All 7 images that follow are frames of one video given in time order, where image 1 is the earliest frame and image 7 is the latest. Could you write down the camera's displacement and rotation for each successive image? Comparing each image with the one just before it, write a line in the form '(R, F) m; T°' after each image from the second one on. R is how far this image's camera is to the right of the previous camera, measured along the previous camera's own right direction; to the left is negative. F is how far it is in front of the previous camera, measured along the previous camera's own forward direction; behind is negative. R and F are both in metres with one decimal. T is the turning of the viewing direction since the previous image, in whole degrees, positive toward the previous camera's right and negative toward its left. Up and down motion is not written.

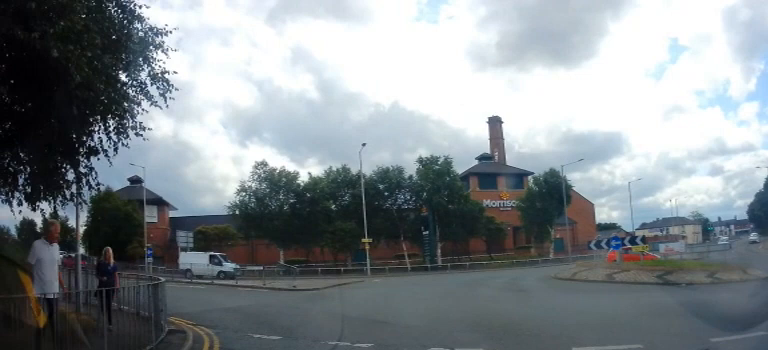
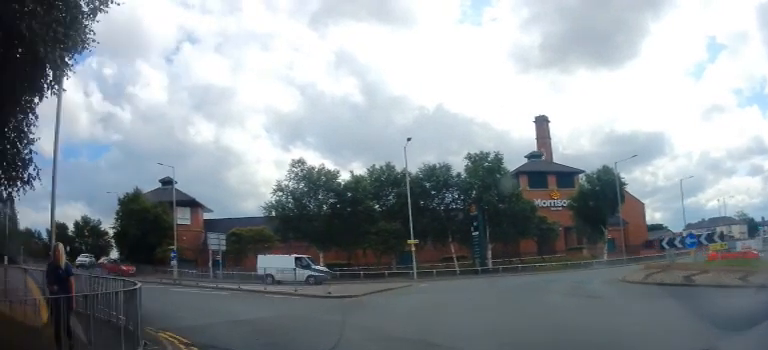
(+0.1, +2.7) m; -4°
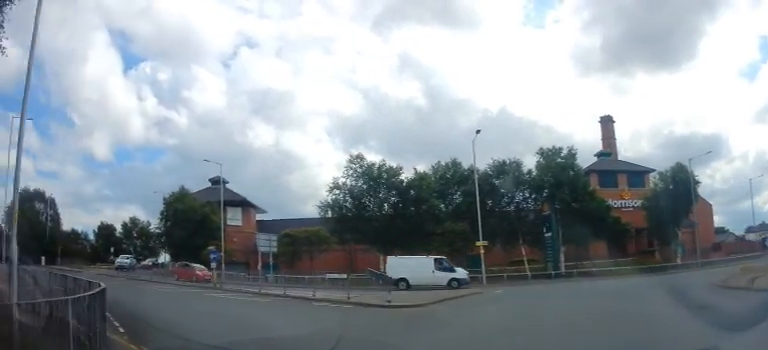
(-0.1, +3.0) m; -7°
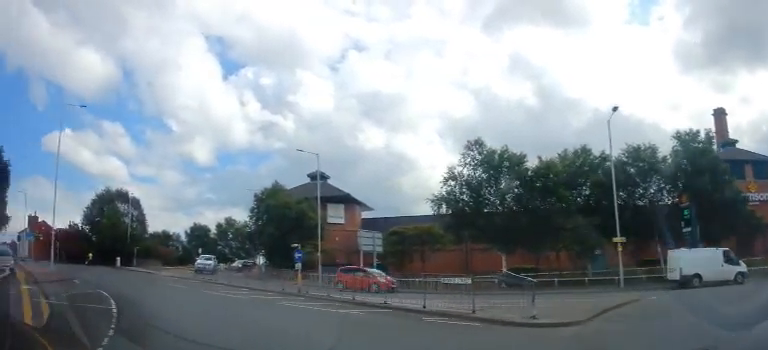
(-0.6, +4.7) m; -16°
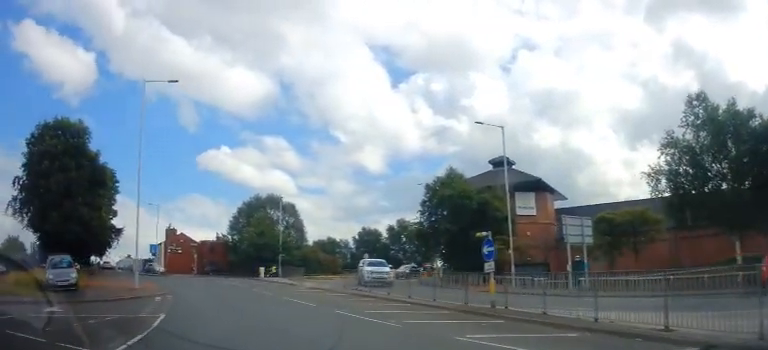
(-1.7, +7.3) m; -20°
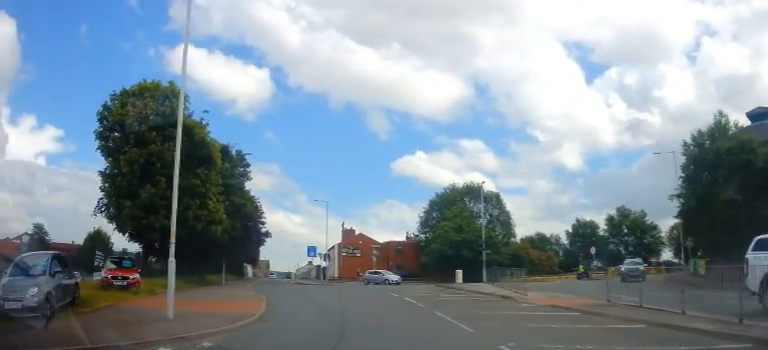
(-2.3, +11.5) m; -26°
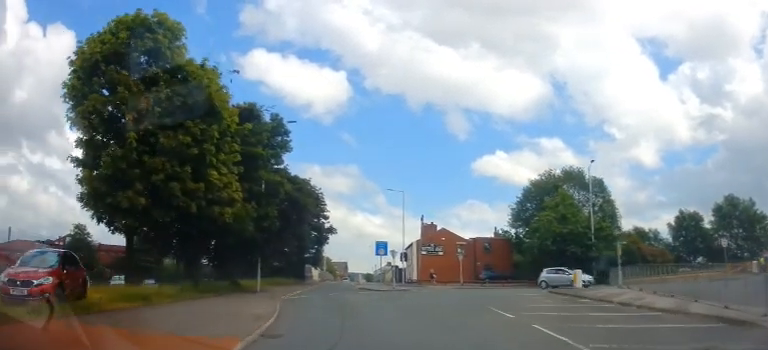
(-1.5, +8.8) m; -13°
